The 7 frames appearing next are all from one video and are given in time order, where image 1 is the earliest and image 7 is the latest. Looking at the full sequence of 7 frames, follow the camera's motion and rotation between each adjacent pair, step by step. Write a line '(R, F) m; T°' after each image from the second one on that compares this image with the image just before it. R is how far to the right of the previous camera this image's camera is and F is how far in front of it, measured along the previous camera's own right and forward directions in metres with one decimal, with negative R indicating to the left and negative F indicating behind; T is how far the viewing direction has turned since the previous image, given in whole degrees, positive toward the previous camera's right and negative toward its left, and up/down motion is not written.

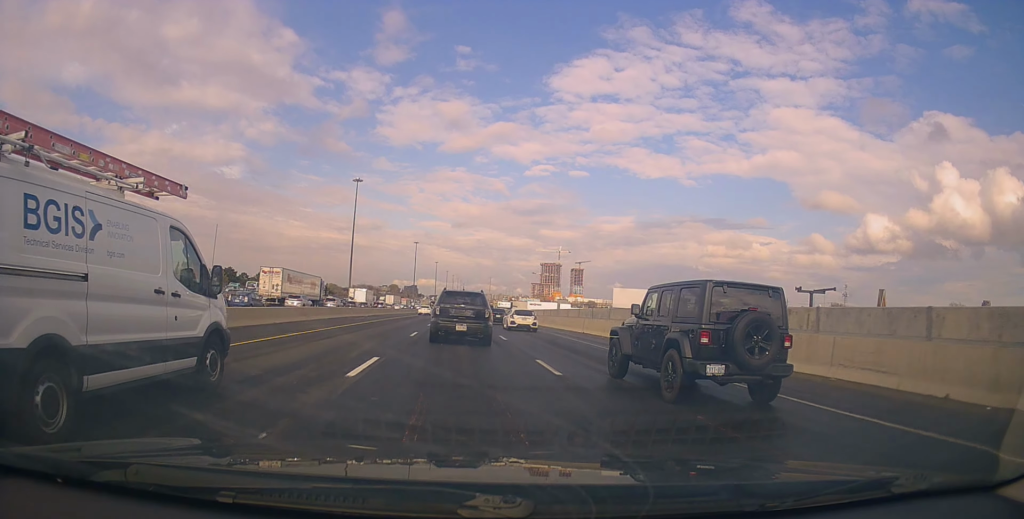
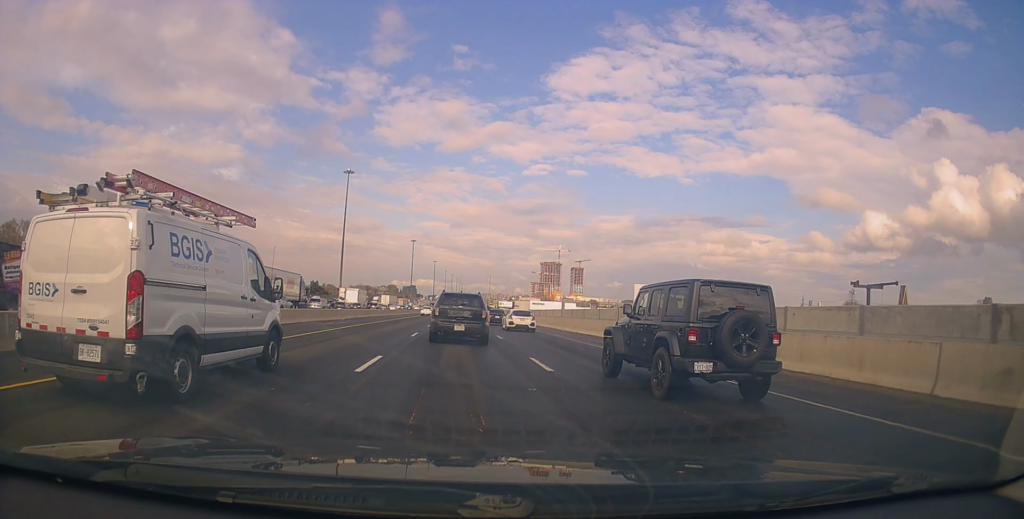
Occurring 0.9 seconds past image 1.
(-0.5, +11.5) m; -2°
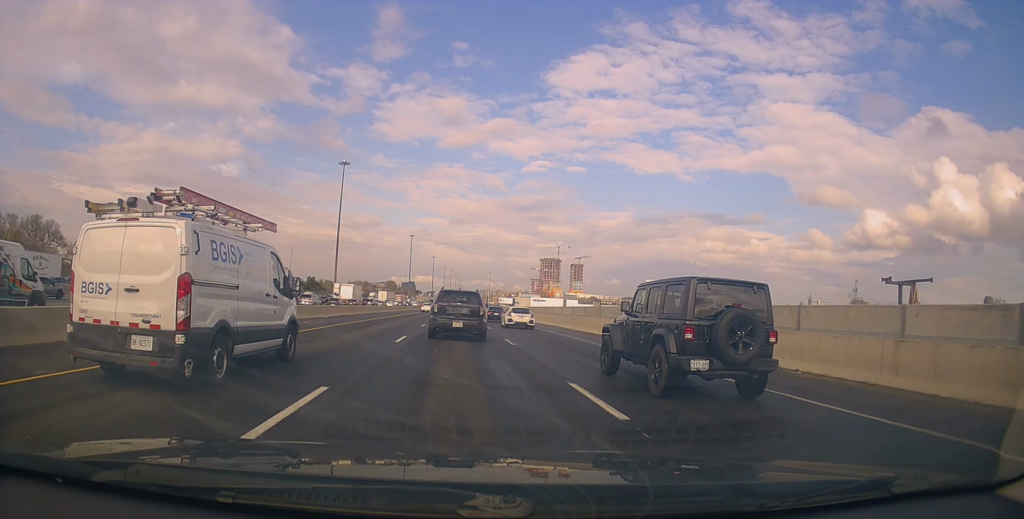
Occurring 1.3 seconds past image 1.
(0.0, +5.7) m; 0°
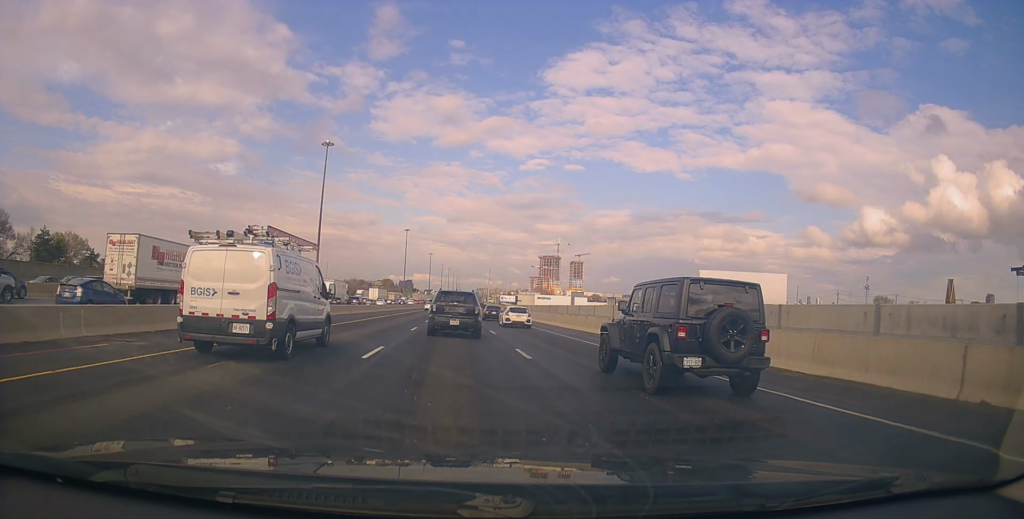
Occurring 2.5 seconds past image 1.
(+0.1, +17.3) m; 0°
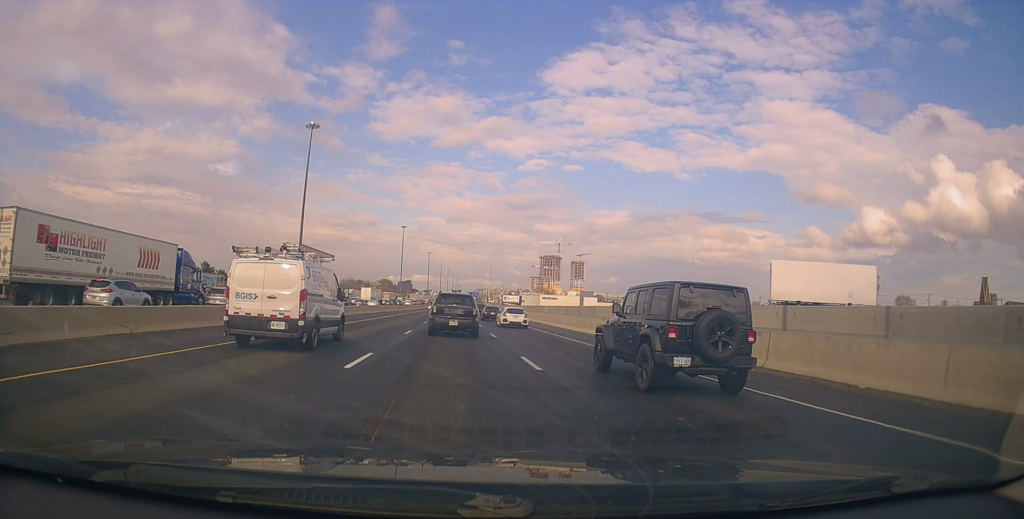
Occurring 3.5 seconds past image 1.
(-0.1, +14.5) m; 0°
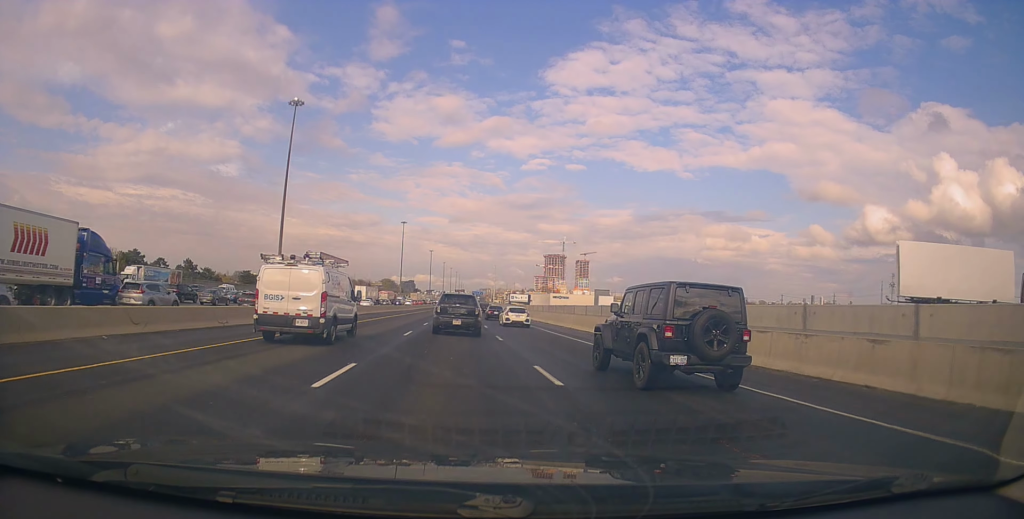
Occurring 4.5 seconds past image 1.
(+0.3, +14.9) m; +1°
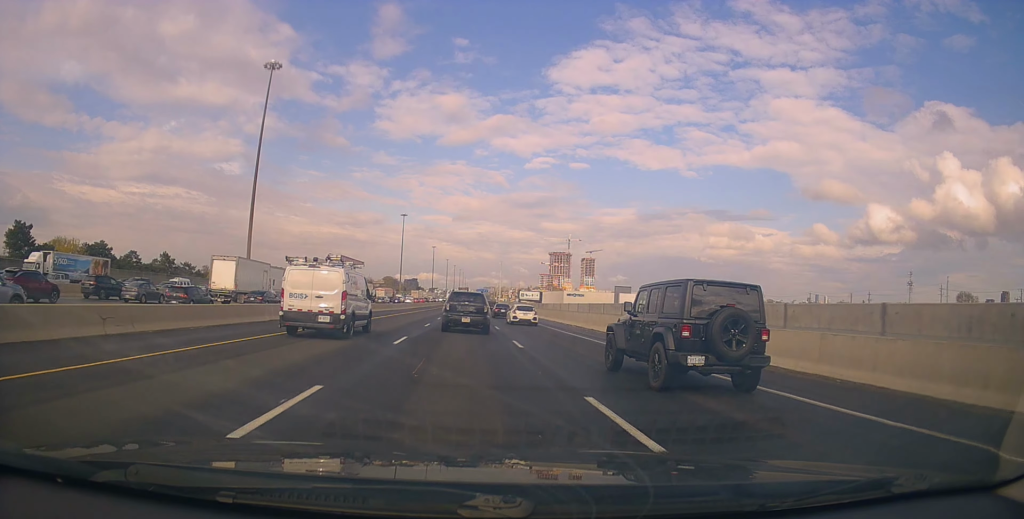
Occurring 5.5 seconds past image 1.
(+0.1, +17.0) m; 0°
